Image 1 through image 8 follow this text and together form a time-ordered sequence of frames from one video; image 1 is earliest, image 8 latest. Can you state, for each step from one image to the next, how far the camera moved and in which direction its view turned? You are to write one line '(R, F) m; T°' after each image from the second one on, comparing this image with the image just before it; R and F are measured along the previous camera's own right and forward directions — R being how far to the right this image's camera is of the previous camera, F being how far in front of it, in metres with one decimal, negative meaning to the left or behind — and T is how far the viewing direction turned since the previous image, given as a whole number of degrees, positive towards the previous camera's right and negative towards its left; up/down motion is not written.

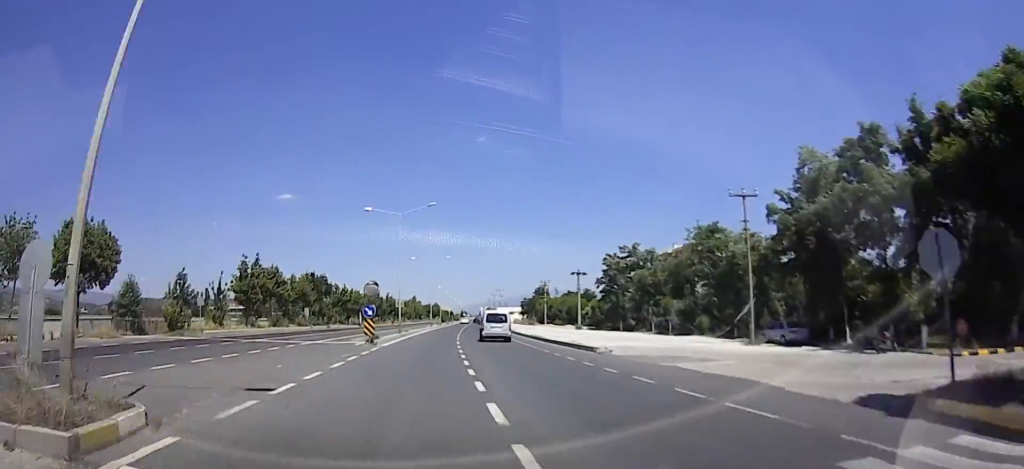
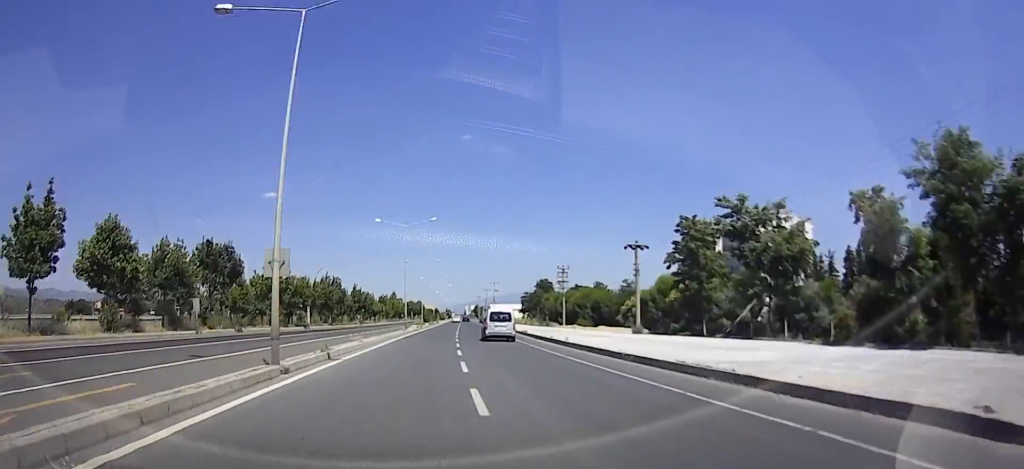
(+0.7, +29.6) m; +3°
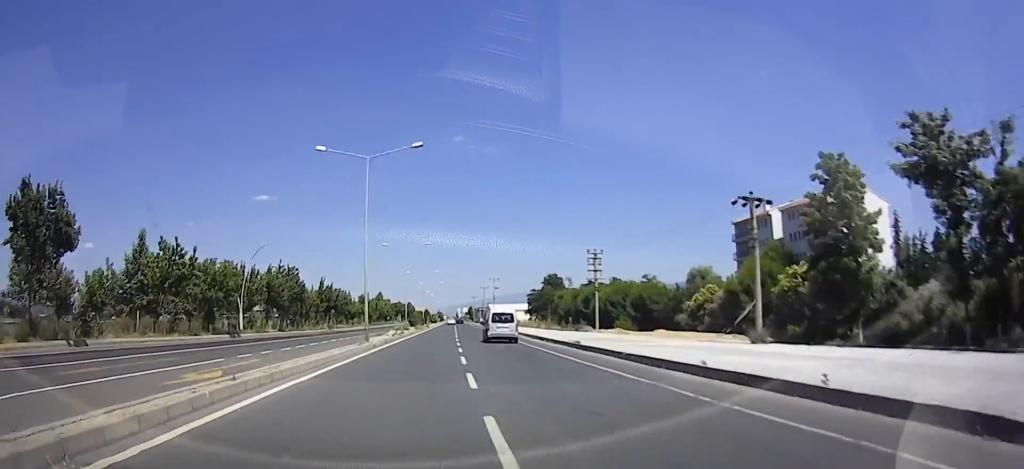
(+0.7, +22.7) m; +2°
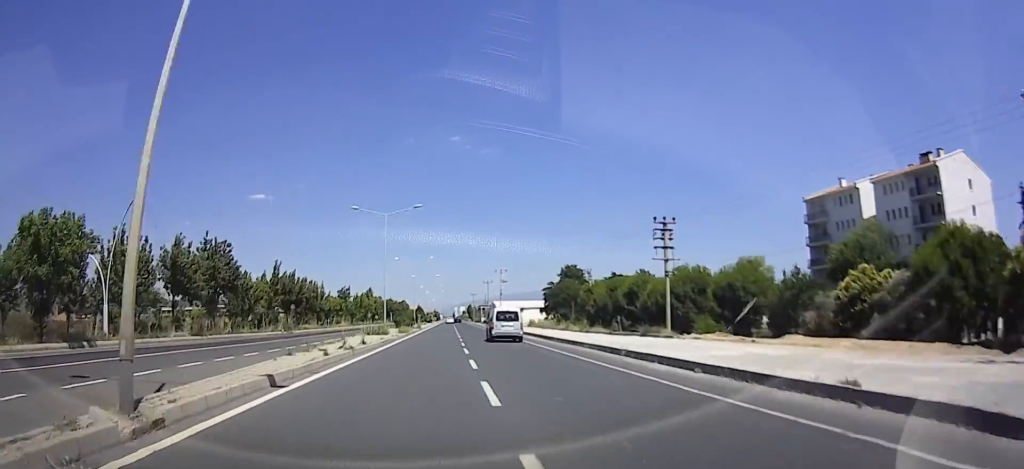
(0.0, +22.4) m; 0°
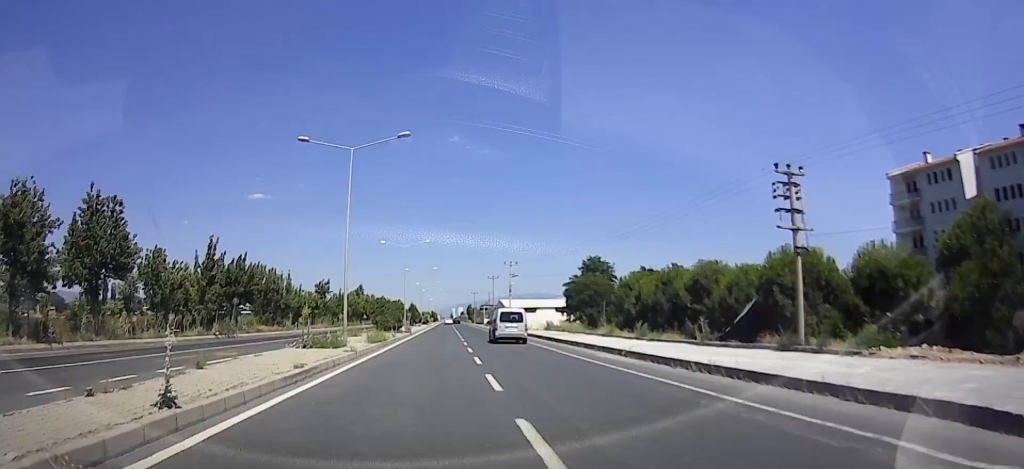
(0.0, +18.5) m; 0°
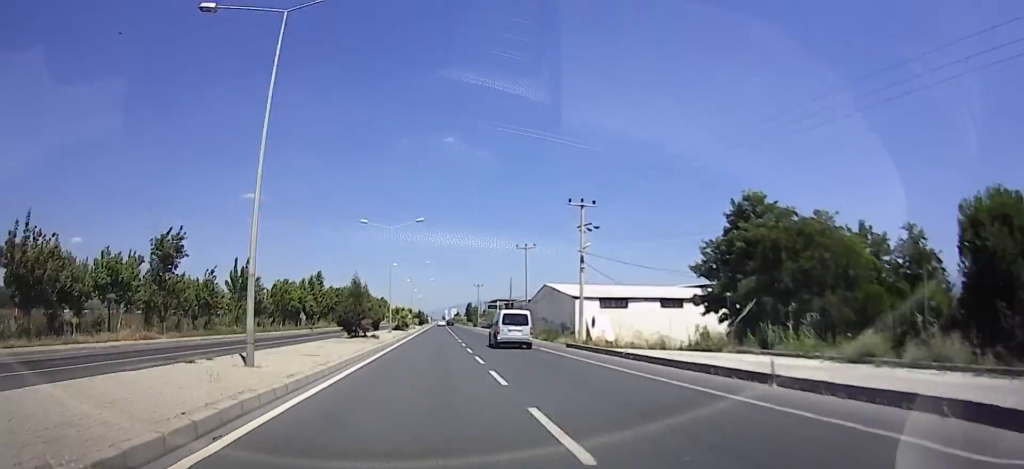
(0.0, +52.9) m; 0°
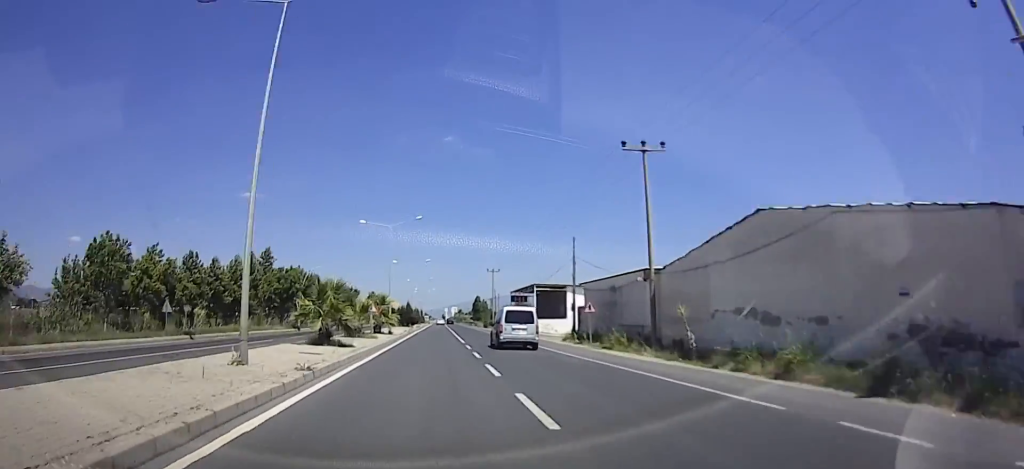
(0.0, +38.5) m; 0°
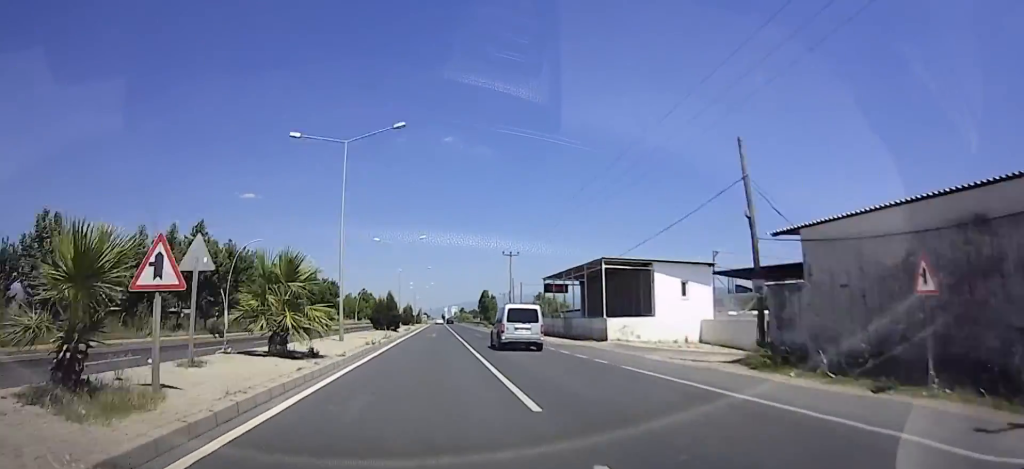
(-0.1, +24.9) m; +1°
